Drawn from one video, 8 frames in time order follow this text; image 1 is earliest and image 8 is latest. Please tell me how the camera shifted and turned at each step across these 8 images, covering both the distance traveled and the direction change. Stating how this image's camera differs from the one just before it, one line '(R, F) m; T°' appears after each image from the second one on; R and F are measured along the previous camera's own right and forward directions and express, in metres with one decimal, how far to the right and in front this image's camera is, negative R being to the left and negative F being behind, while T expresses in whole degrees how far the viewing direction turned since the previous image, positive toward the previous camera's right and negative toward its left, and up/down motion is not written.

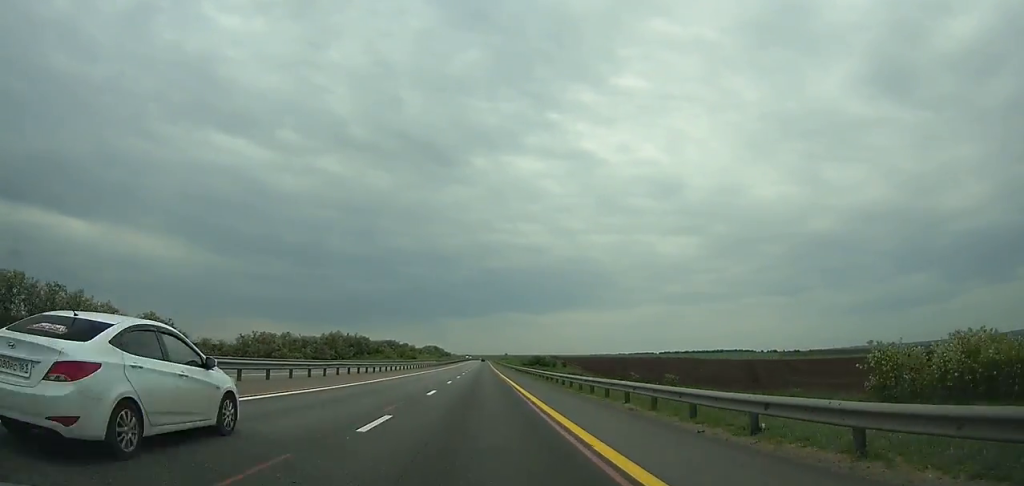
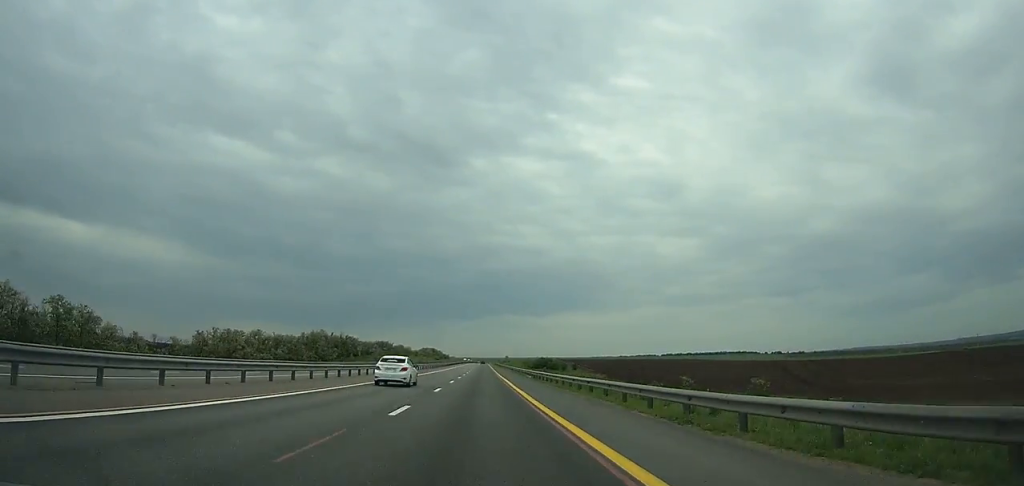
(0.0, +33.0) m; 0°
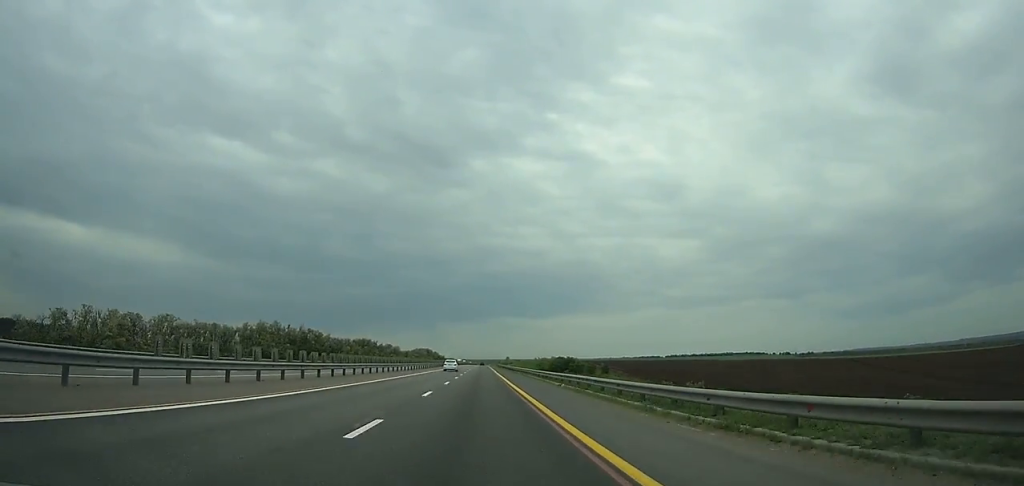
(0.0, +63.8) m; 0°
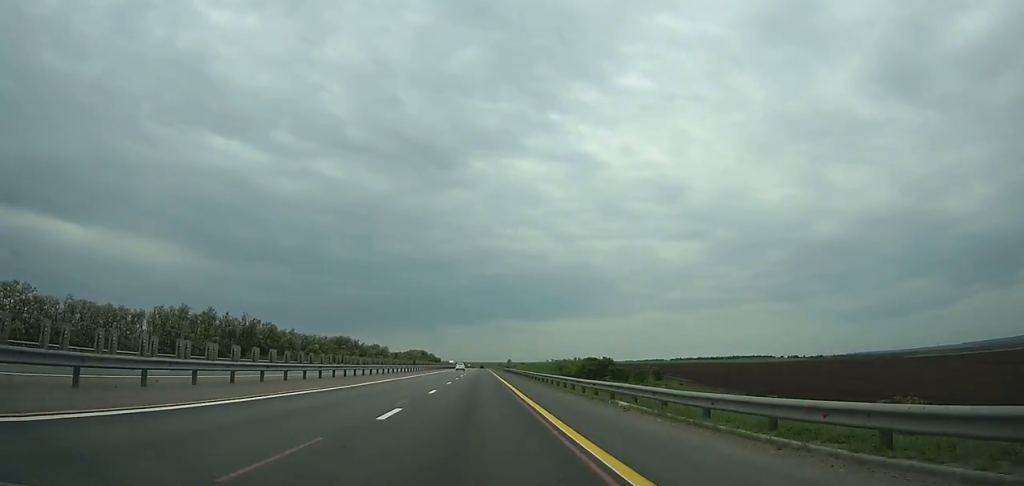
(-0.1, +56.3) m; 0°
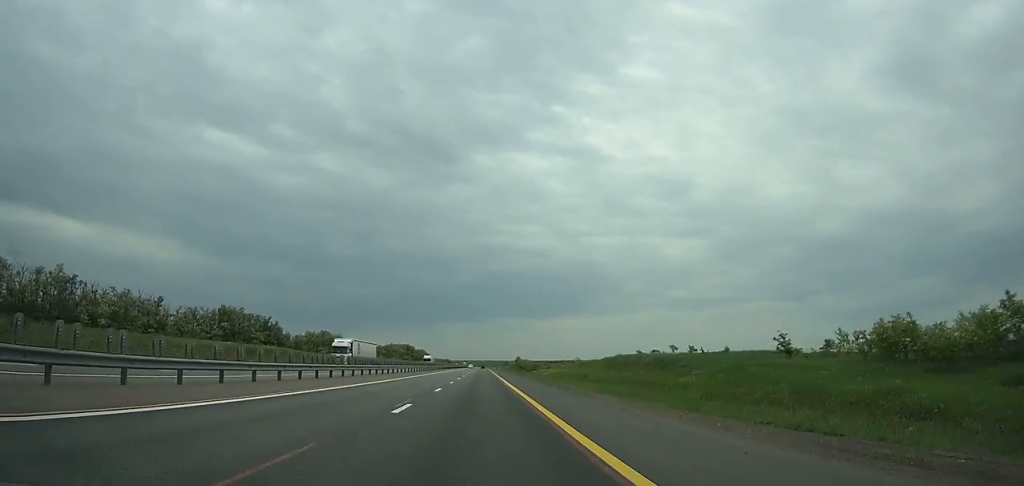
(0.0, +140.9) m; 0°
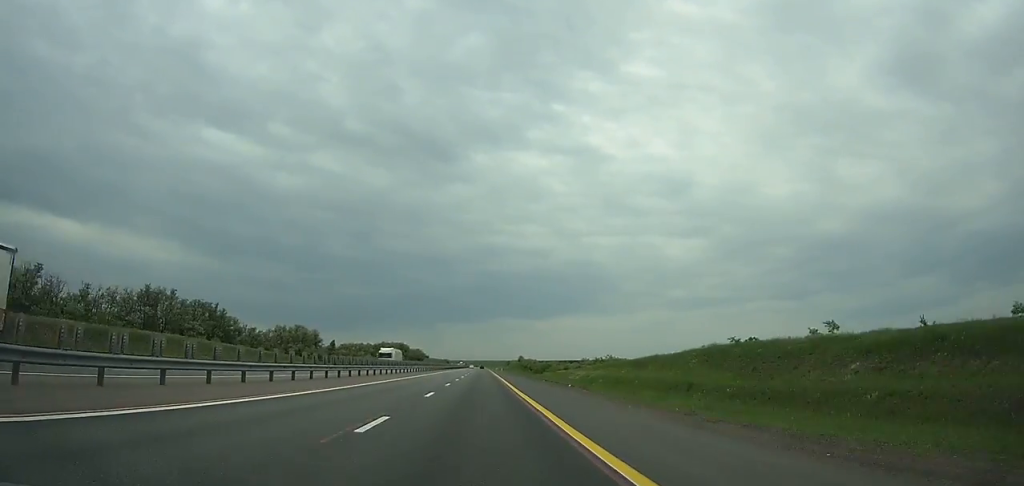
(0.0, +41.0) m; 0°
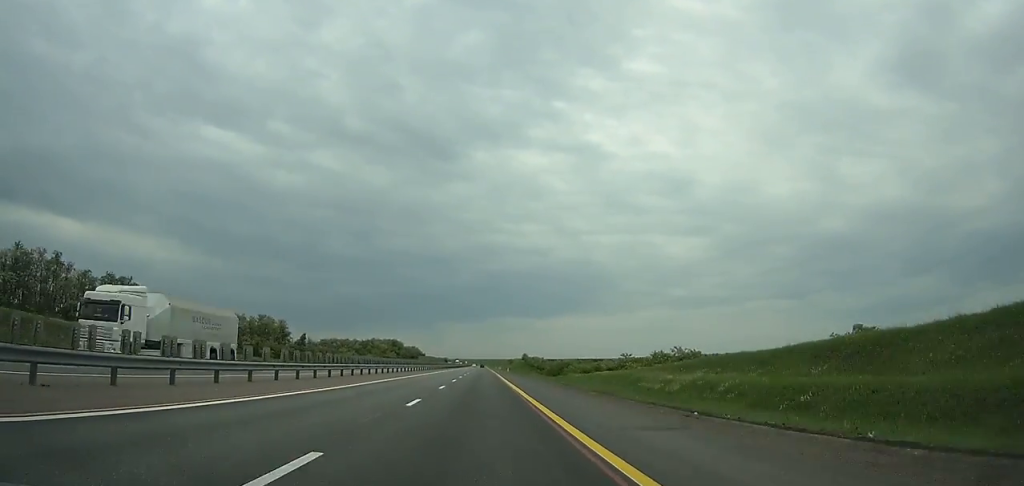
(0.0, +40.9) m; 0°
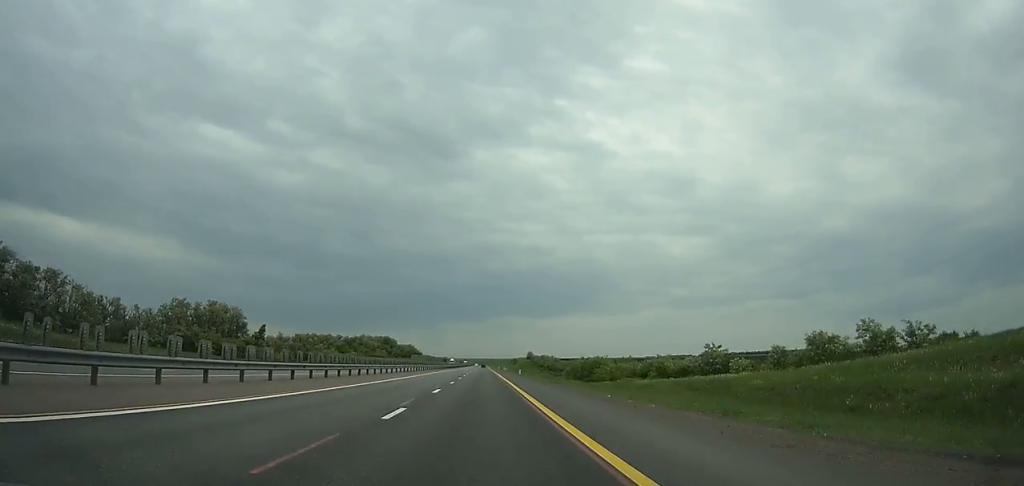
(+0.1, +40.9) m; 0°
